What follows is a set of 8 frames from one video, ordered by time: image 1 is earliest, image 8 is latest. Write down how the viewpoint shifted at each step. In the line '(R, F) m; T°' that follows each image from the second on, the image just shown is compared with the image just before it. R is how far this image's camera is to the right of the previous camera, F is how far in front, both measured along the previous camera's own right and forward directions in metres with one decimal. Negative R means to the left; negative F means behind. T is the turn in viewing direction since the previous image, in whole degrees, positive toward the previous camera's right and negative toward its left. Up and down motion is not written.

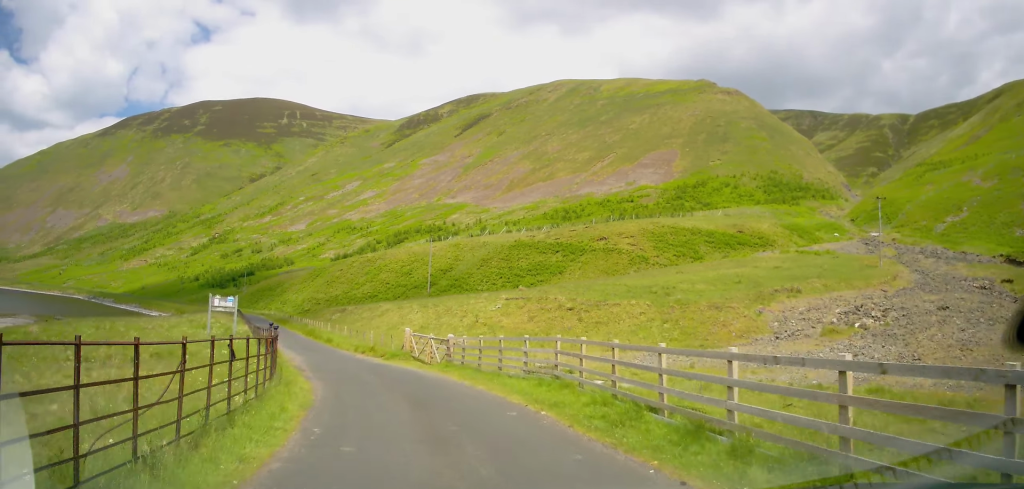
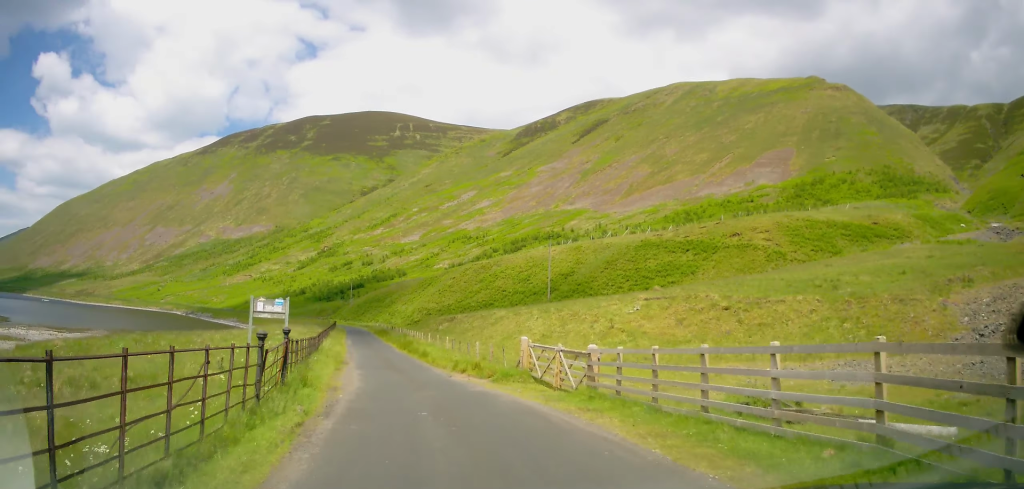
(-1.1, +8.8) m; -13°
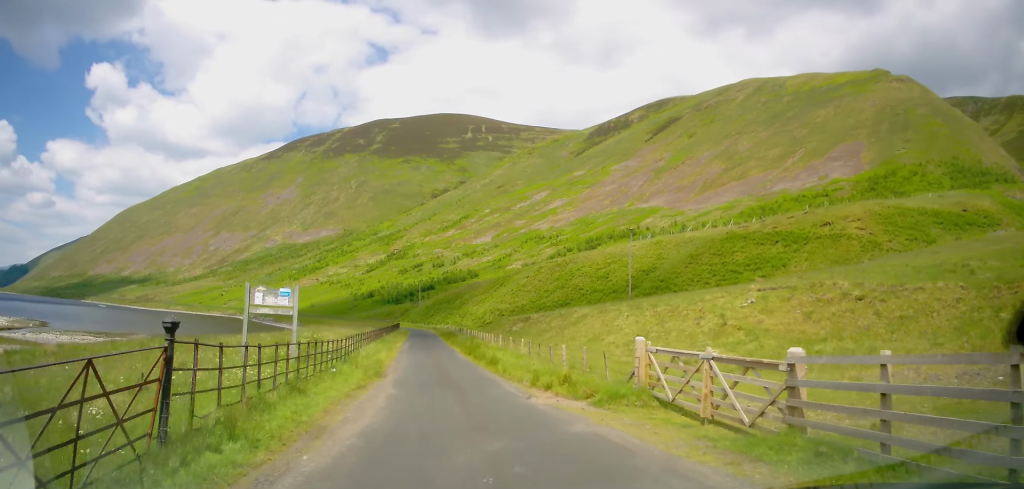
(-0.4, +6.9) m; -8°
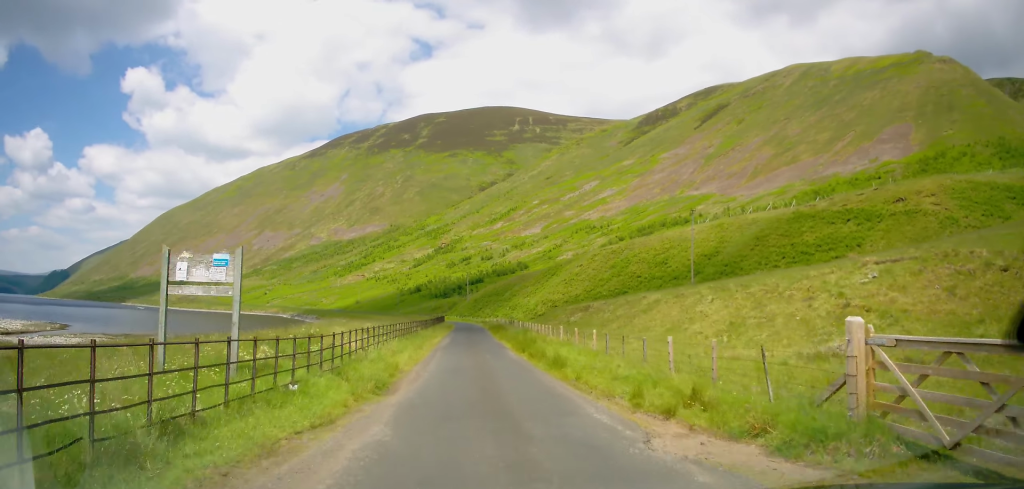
(-0.6, +6.8) m; -5°
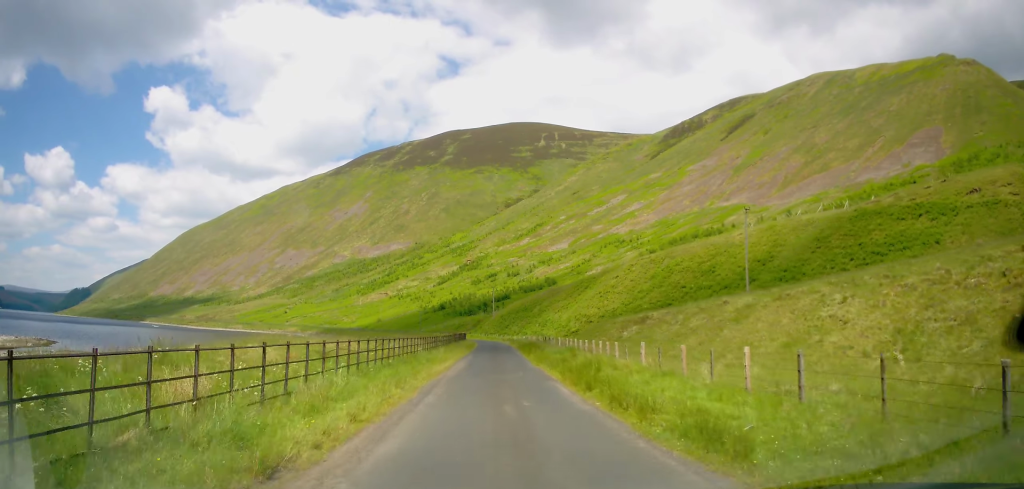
(-0.4, +10.4) m; -4°
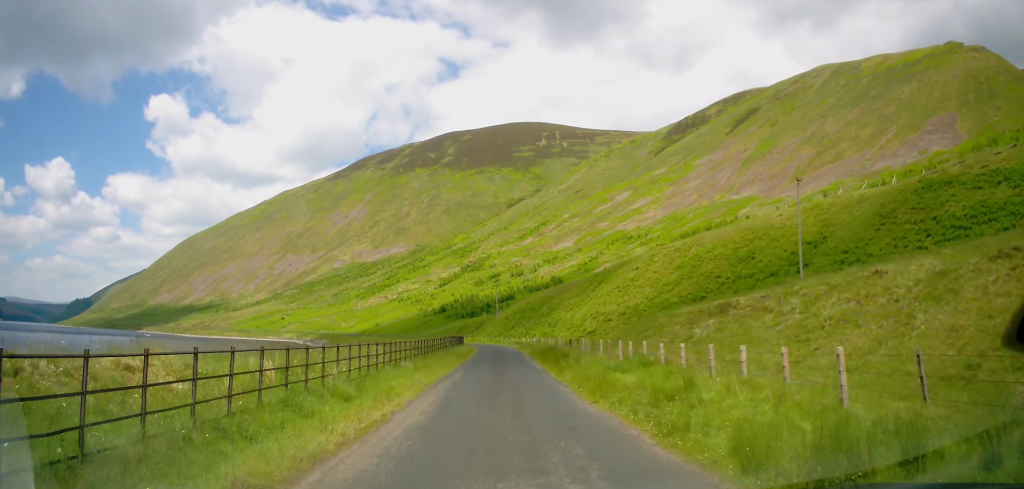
(-0.4, +12.9) m; -1°
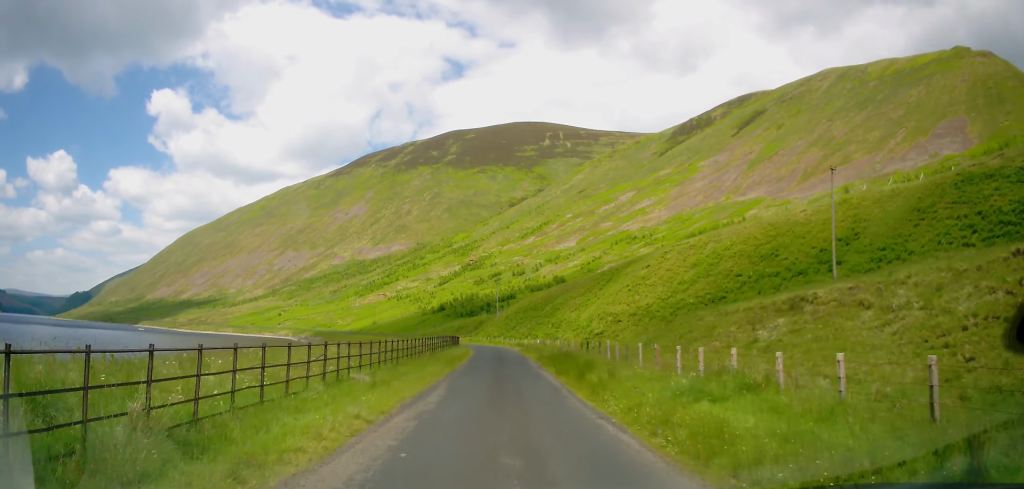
(0.0, +6.3) m; 0°
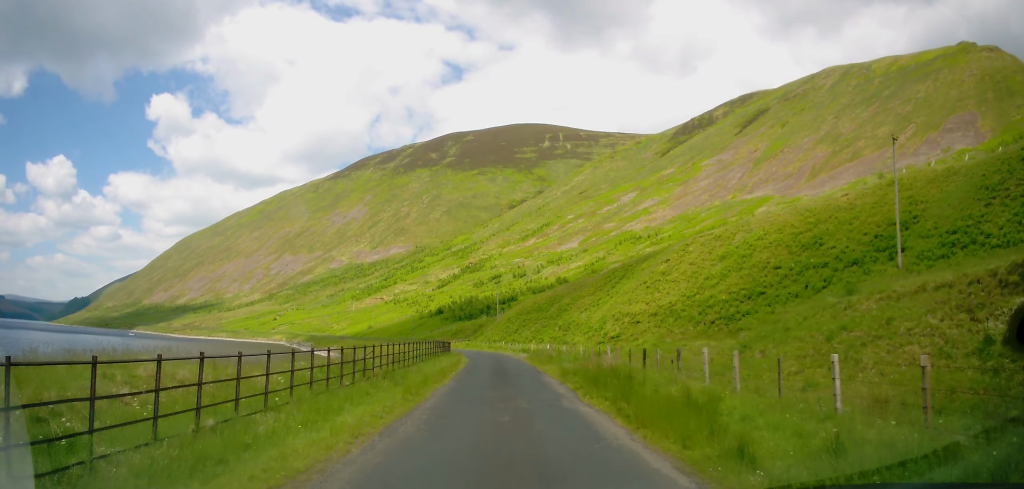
(+0.2, +10.1) m; 0°
